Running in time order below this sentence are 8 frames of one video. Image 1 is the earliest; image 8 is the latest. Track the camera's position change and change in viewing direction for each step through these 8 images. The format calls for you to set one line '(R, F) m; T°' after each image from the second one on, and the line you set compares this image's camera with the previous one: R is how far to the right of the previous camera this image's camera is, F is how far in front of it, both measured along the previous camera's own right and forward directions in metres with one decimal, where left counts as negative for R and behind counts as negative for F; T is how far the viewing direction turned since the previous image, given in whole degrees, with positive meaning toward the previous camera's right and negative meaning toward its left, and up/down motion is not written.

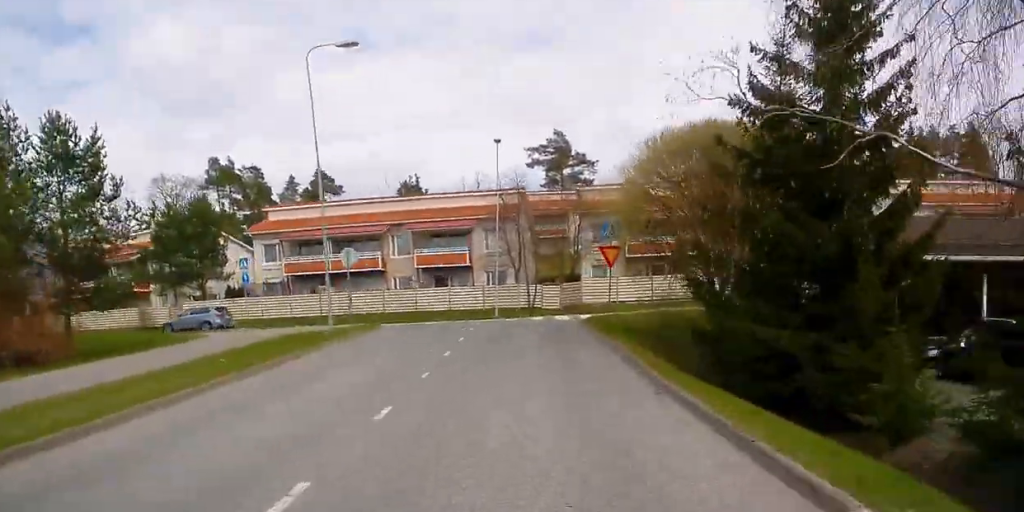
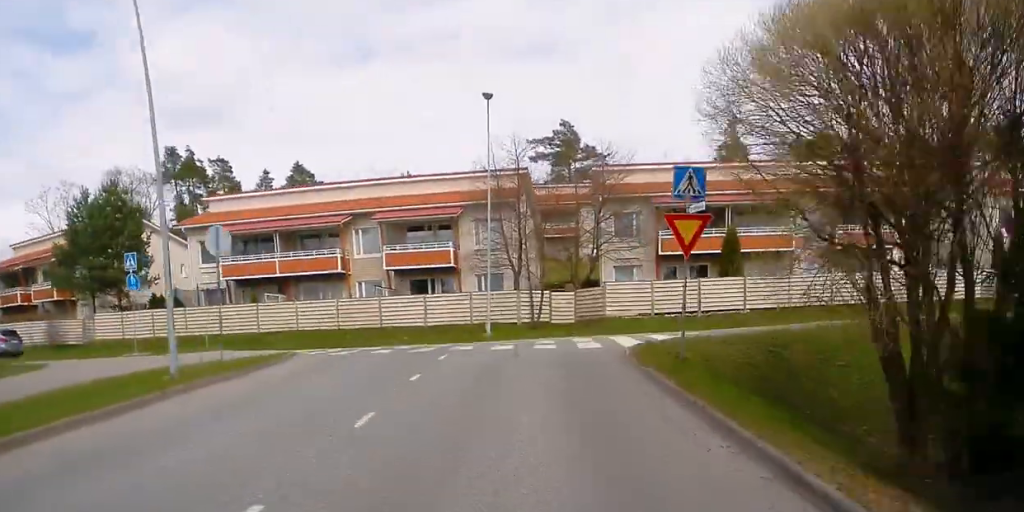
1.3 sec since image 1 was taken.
(+0.3, +10.1) m; +3°
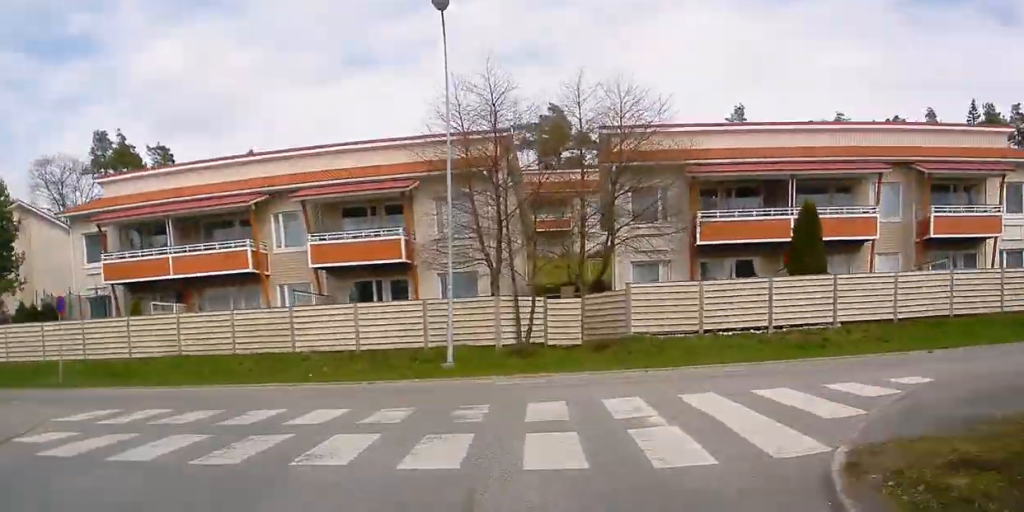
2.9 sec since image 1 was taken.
(+0.1, +11.2) m; +2°
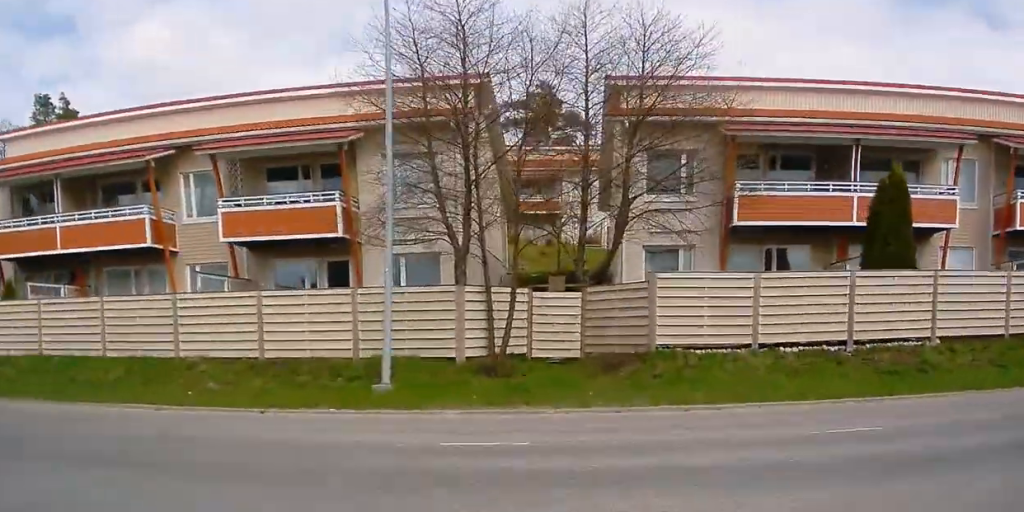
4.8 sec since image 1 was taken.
(+0.6, +9.6) m; -9°
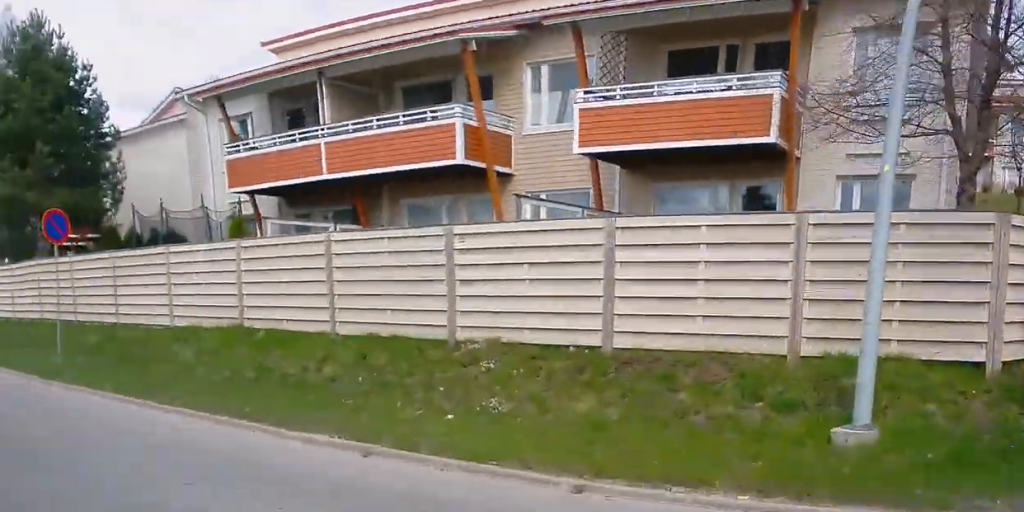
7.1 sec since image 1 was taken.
(-3.2, +9.0) m; -48°
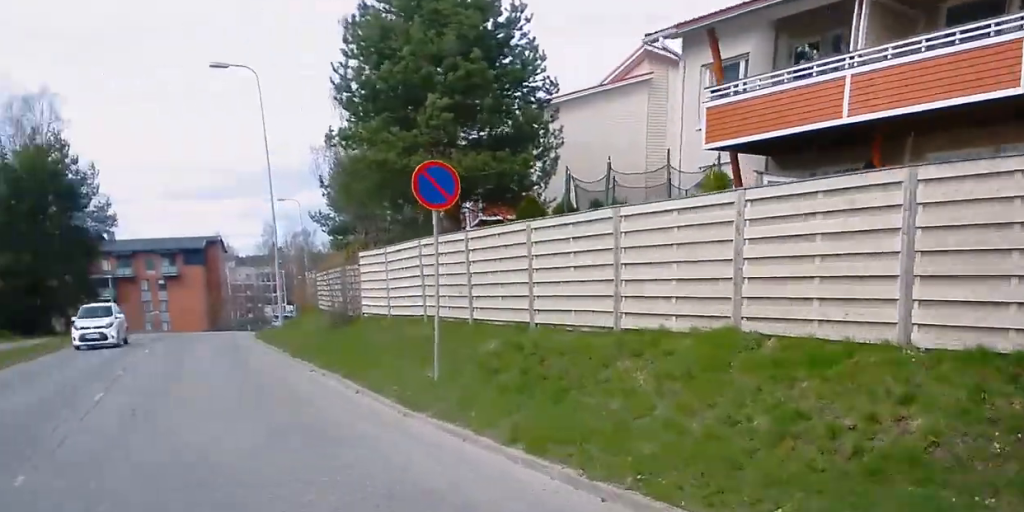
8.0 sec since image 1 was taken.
(-1.5, +4.2) m; -18°
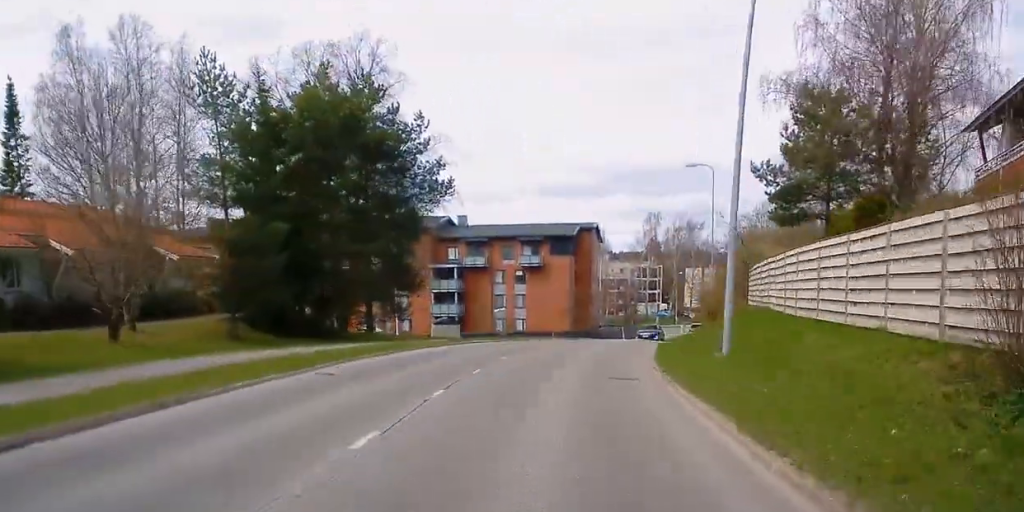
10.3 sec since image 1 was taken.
(-3.5, +12.8) m; -3°
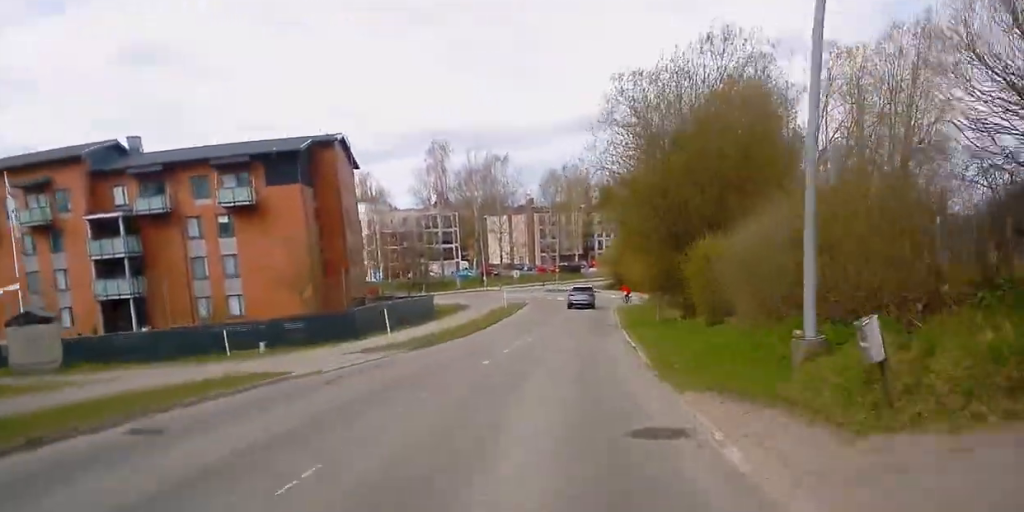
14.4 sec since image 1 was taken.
(+7.9, +40.8) m; +12°
